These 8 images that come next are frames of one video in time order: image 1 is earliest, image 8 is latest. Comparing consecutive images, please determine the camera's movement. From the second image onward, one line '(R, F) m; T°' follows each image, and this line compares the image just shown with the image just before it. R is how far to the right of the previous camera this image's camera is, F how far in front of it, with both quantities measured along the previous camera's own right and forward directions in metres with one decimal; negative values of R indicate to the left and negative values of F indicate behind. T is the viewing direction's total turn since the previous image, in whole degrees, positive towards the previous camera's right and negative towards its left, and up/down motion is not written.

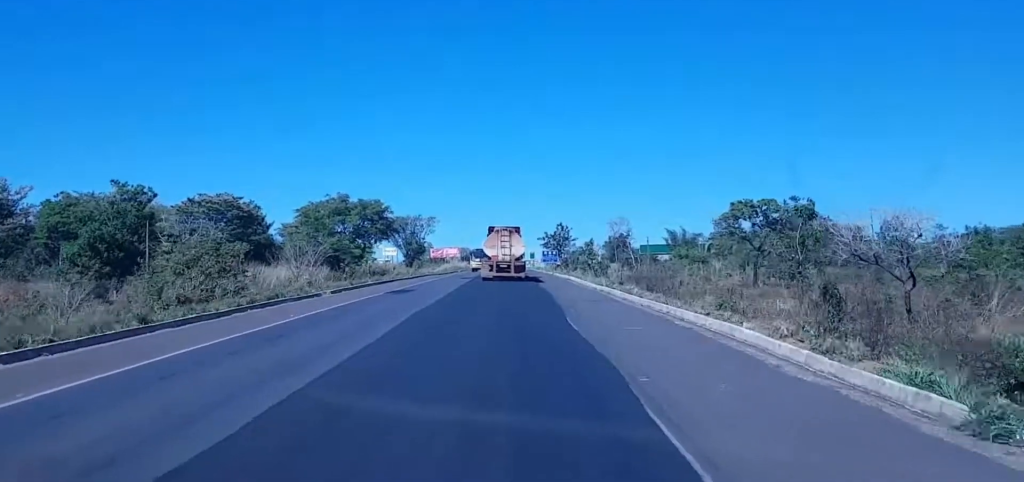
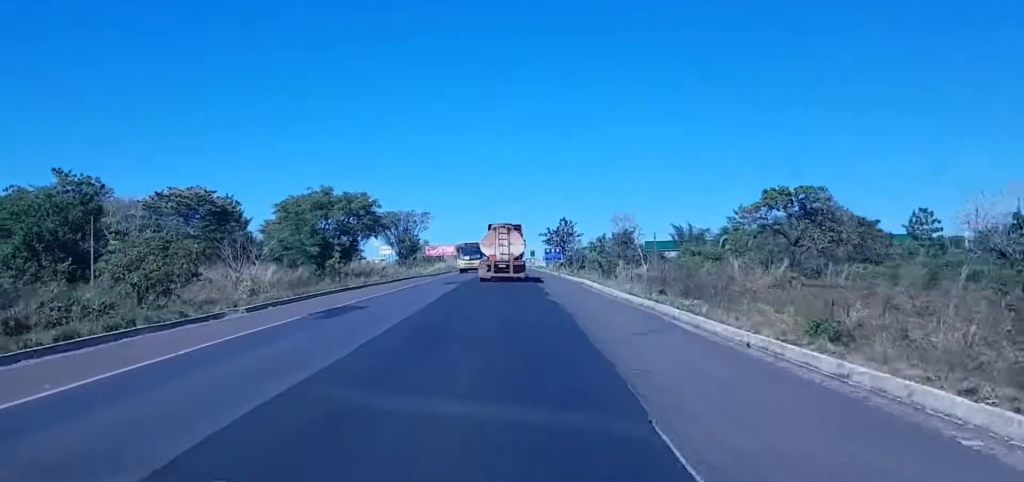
(-0.1, +17.3) m; 0°
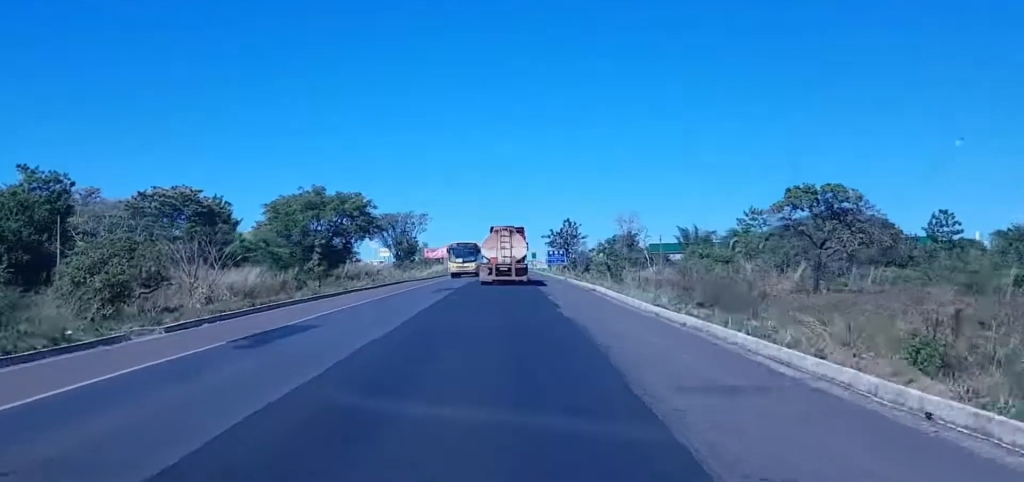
(0.0, +8.9) m; 0°
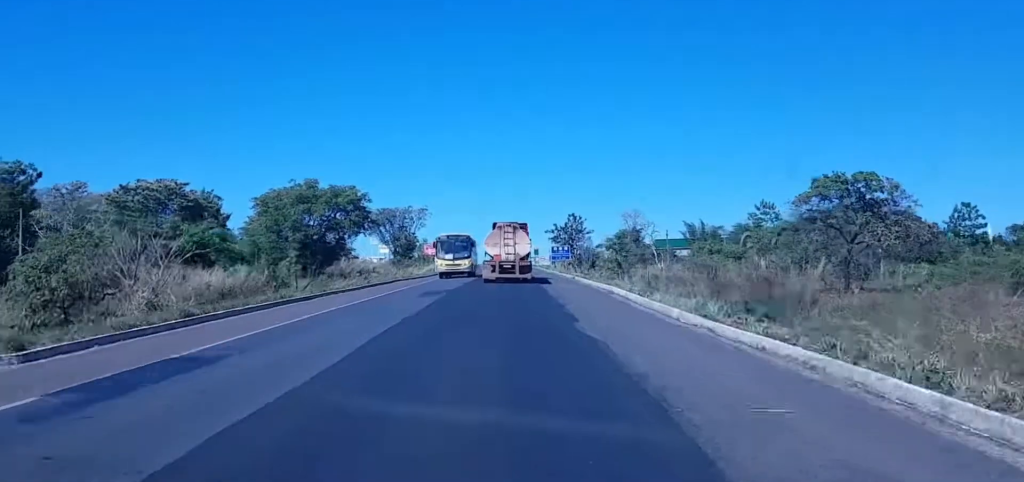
(+0.1, +8.5) m; 0°
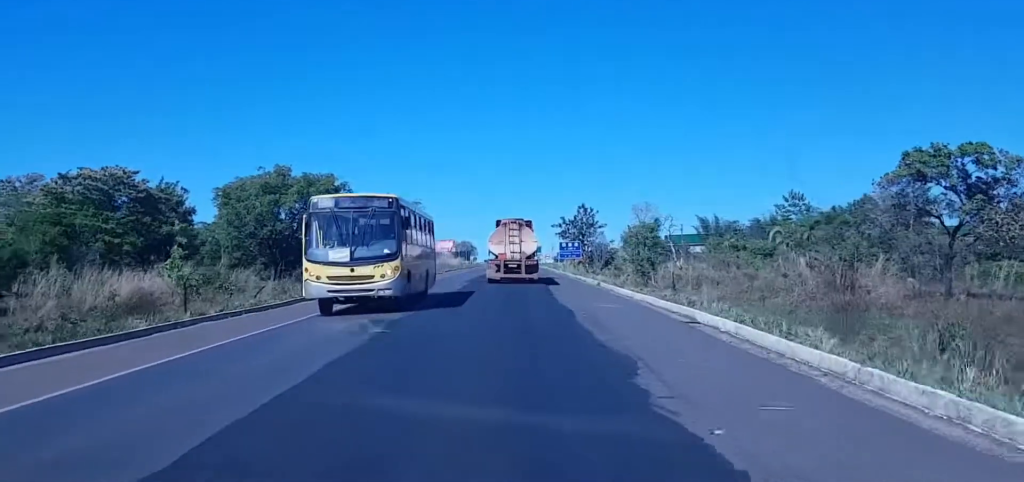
(-0.1, +21.3) m; +1°
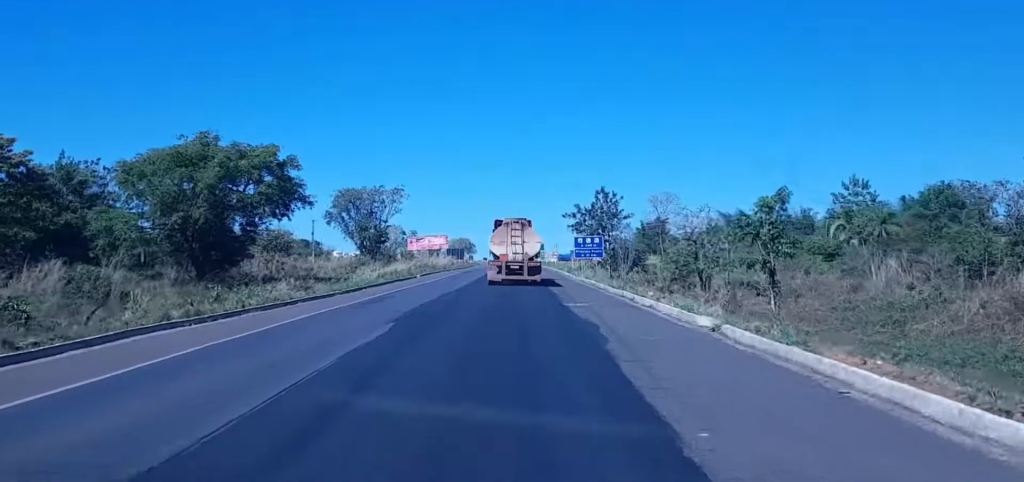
(-0.2, +33.8) m; -5°
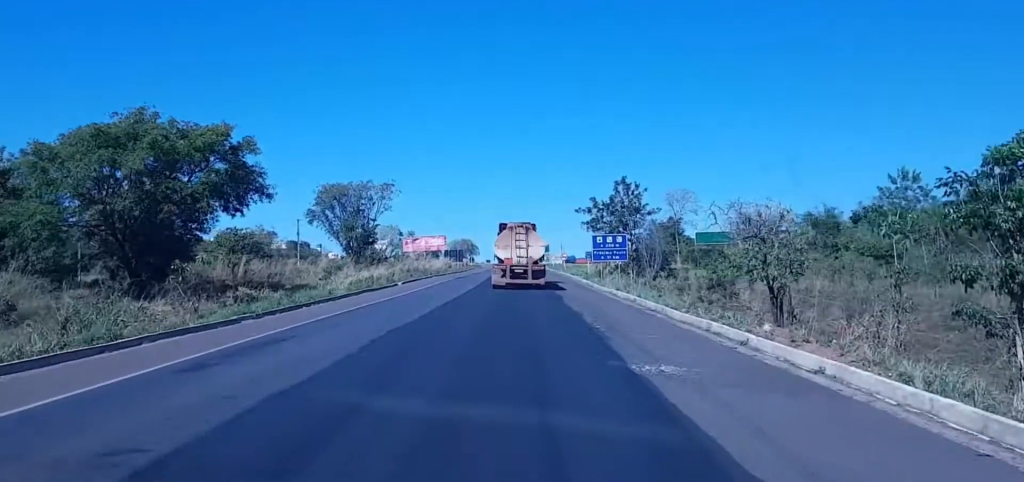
(-0.6, +18.4) m; +1°
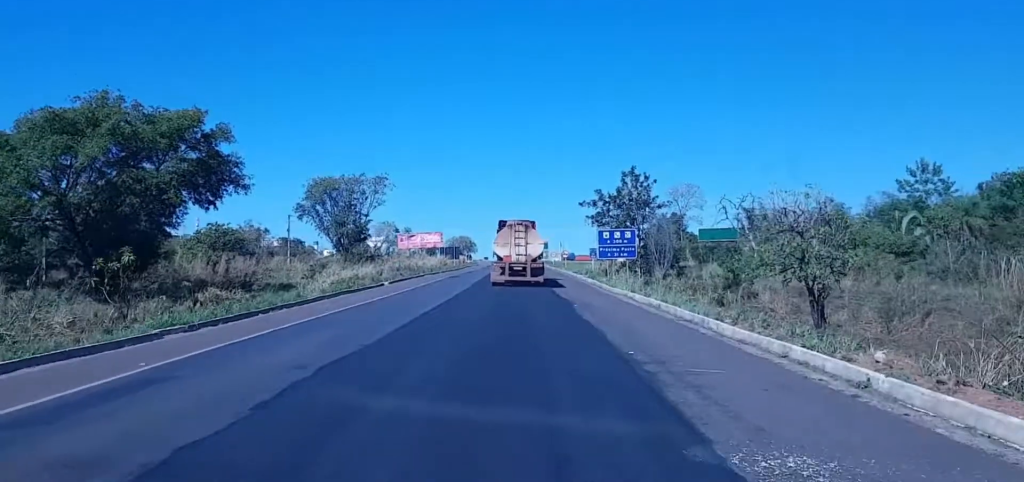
(+0.2, +7.1) m; +2°
